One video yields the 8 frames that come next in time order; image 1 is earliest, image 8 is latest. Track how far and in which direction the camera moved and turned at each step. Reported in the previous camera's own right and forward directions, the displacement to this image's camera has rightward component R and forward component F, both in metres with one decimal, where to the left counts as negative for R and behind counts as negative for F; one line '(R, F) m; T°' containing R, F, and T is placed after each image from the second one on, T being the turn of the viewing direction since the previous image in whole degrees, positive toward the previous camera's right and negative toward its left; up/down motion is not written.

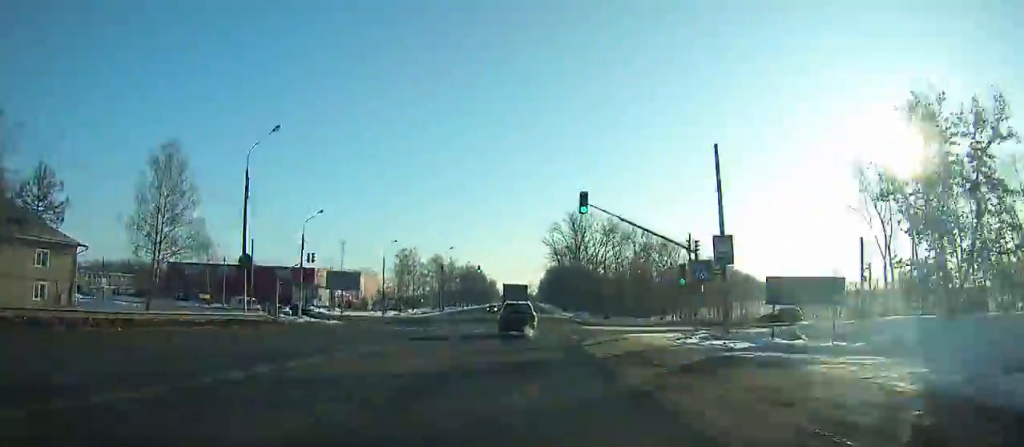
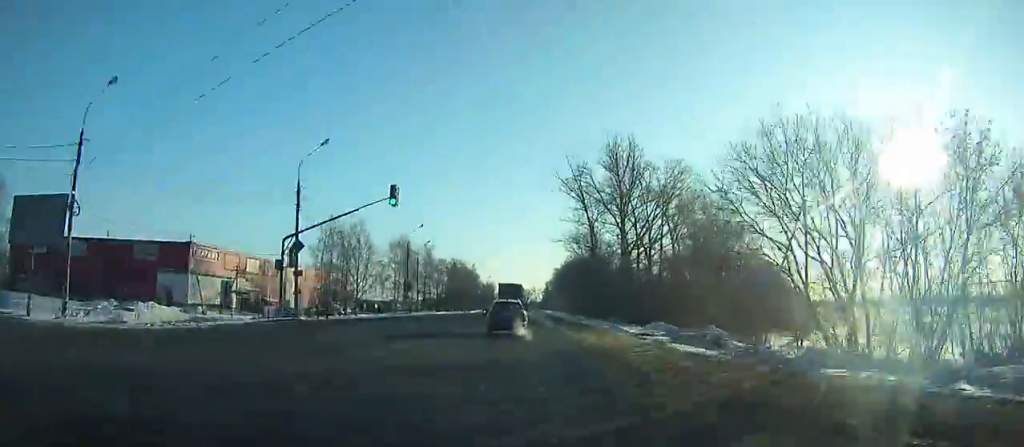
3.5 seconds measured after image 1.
(-0.3, +64.8) m; -1°
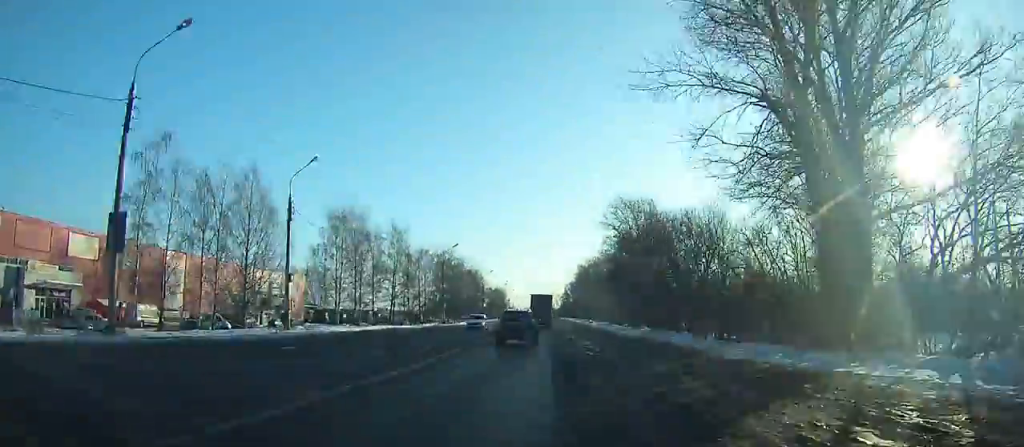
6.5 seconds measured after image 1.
(-0.3, +55.6) m; 0°
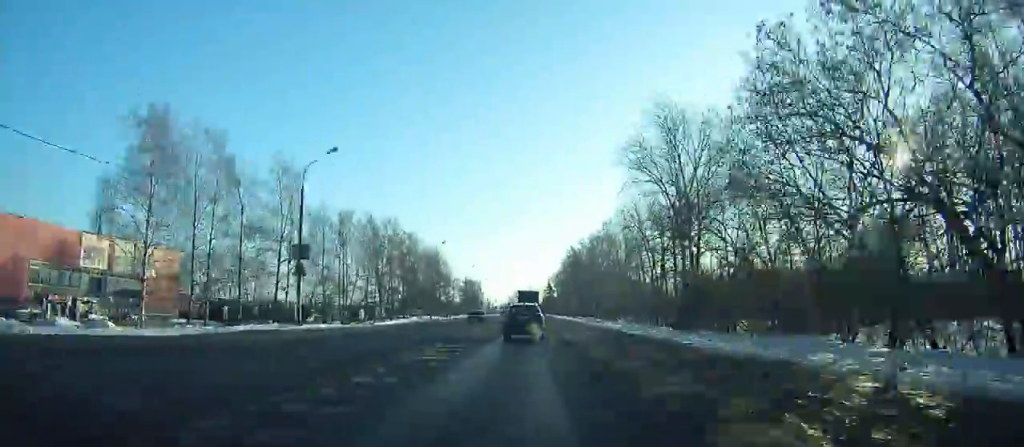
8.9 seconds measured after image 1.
(+0.4, +44.7) m; +1°
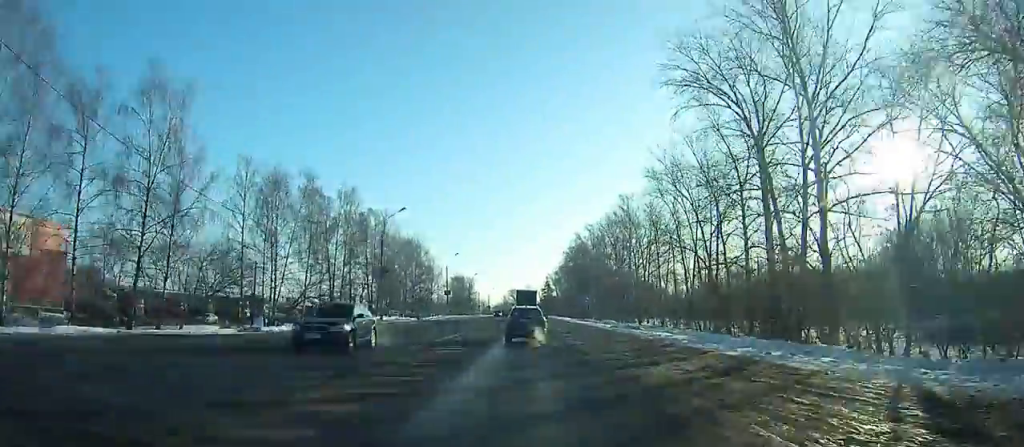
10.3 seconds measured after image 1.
(+0.3, +26.1) m; 0°
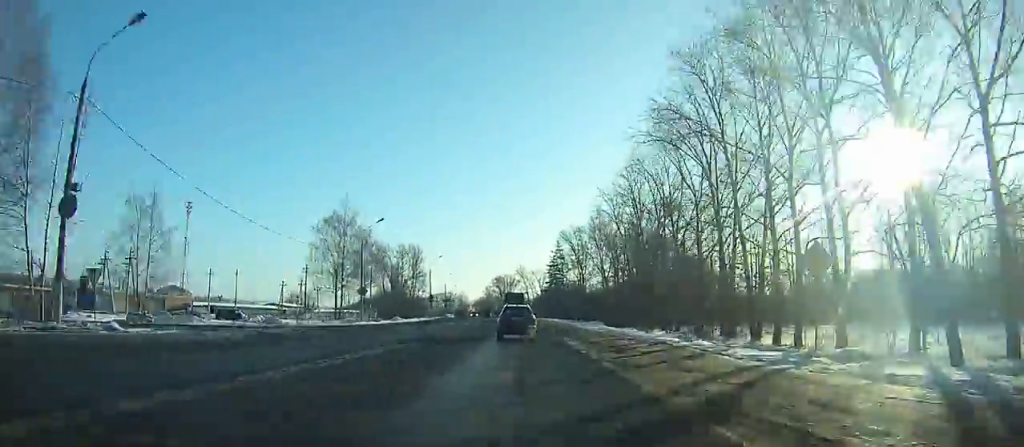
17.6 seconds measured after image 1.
(+0.2, +136.7) m; 0°
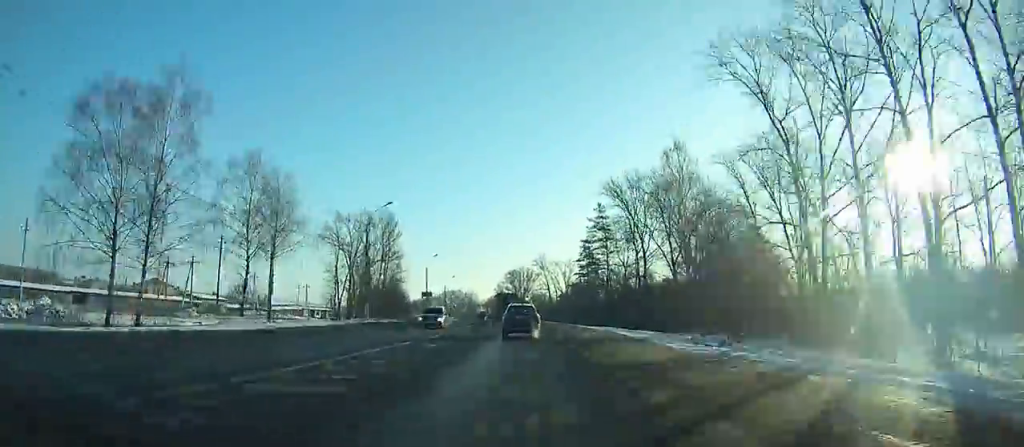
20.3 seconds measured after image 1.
(-0.3, +51.1) m; -2°
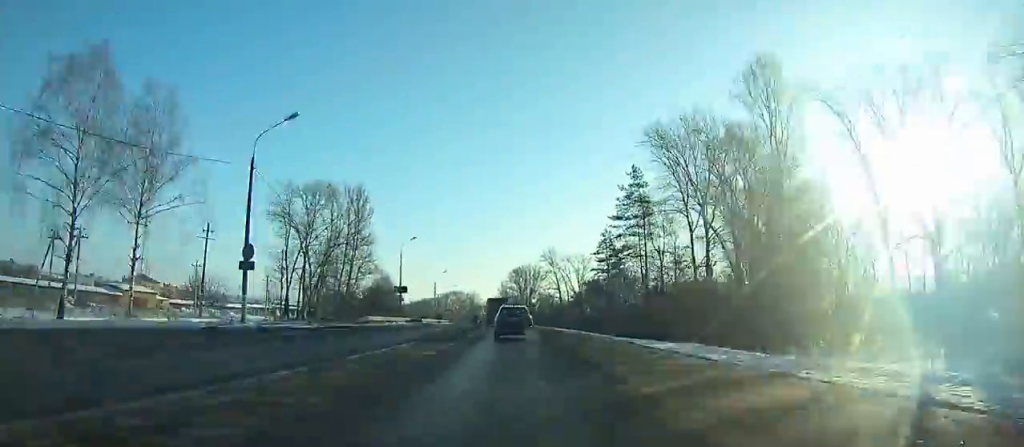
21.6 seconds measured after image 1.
(-0.1, +24.8) m; -1°
